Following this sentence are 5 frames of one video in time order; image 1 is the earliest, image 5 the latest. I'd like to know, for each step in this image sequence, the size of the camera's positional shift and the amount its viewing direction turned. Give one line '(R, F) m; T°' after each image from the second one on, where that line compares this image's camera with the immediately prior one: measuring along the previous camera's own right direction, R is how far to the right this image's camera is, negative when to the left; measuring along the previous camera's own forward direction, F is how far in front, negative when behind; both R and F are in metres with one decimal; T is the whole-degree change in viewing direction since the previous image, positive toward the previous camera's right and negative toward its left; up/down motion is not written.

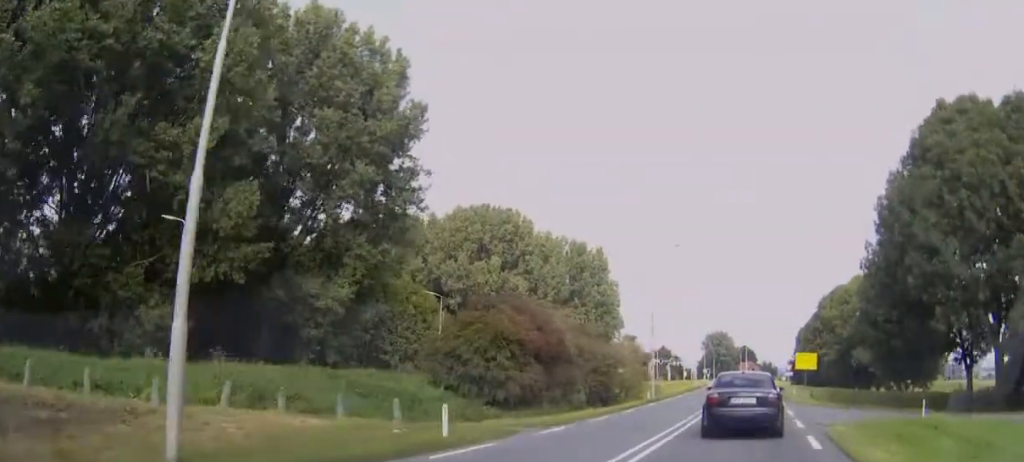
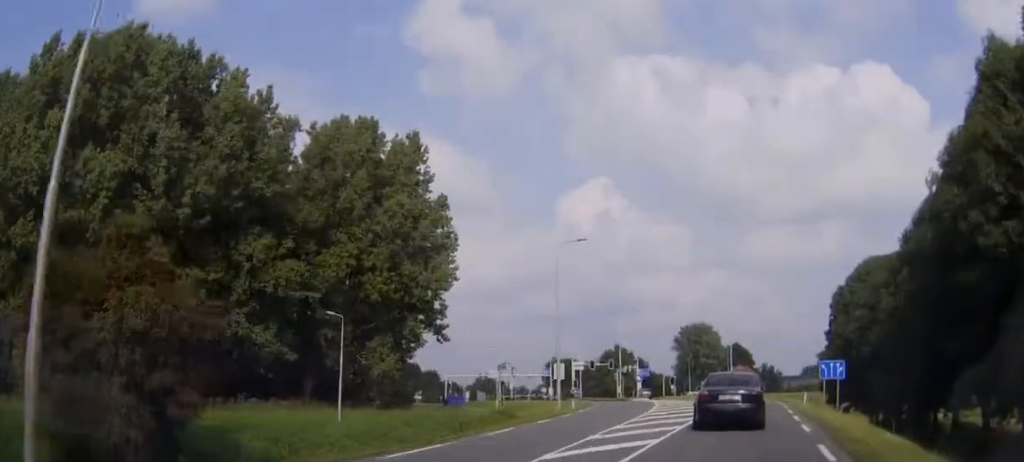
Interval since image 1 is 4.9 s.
(+0.4, +86.1) m; 0°
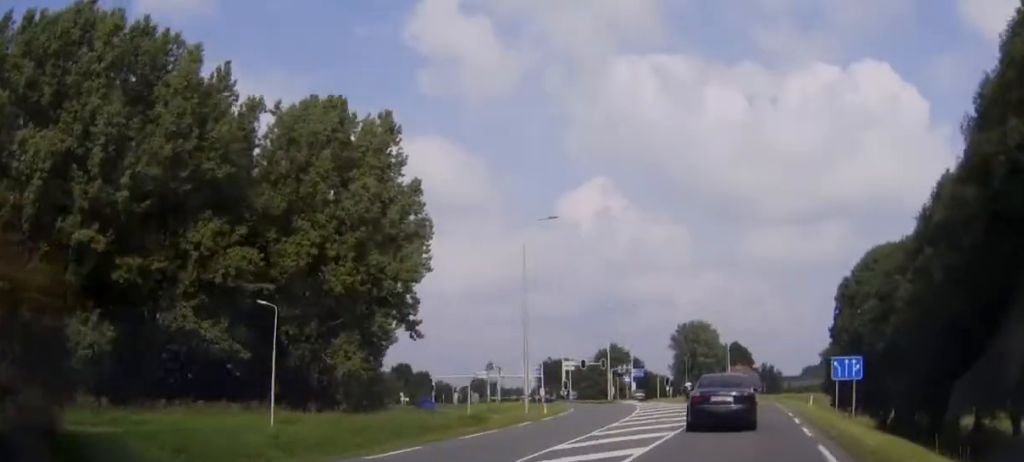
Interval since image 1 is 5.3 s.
(0.0, +6.2) m; 0°
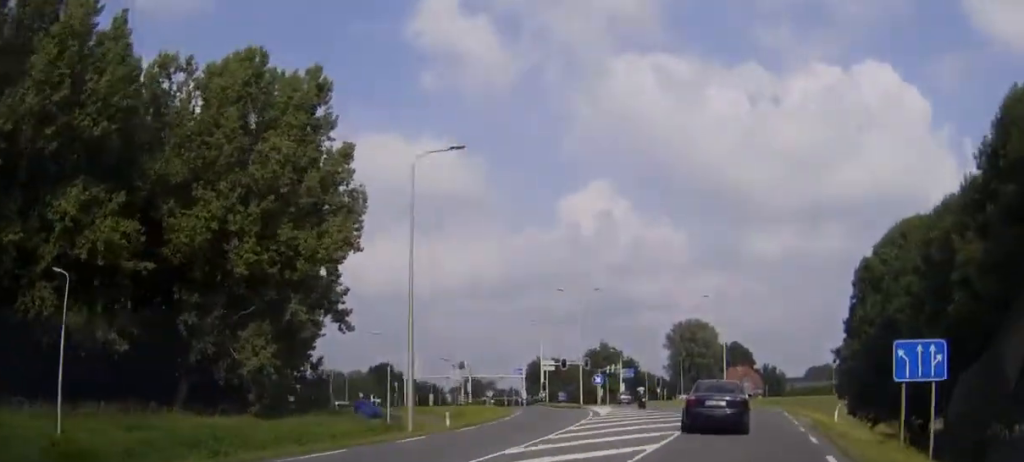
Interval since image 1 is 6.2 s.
(0.0, +13.1) m; 0°
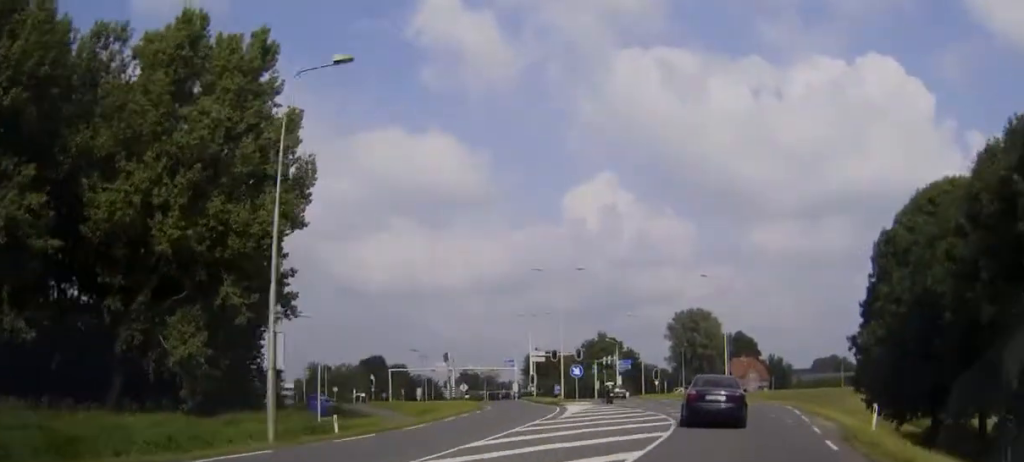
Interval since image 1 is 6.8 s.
(0.0, +8.3) m; 0°
